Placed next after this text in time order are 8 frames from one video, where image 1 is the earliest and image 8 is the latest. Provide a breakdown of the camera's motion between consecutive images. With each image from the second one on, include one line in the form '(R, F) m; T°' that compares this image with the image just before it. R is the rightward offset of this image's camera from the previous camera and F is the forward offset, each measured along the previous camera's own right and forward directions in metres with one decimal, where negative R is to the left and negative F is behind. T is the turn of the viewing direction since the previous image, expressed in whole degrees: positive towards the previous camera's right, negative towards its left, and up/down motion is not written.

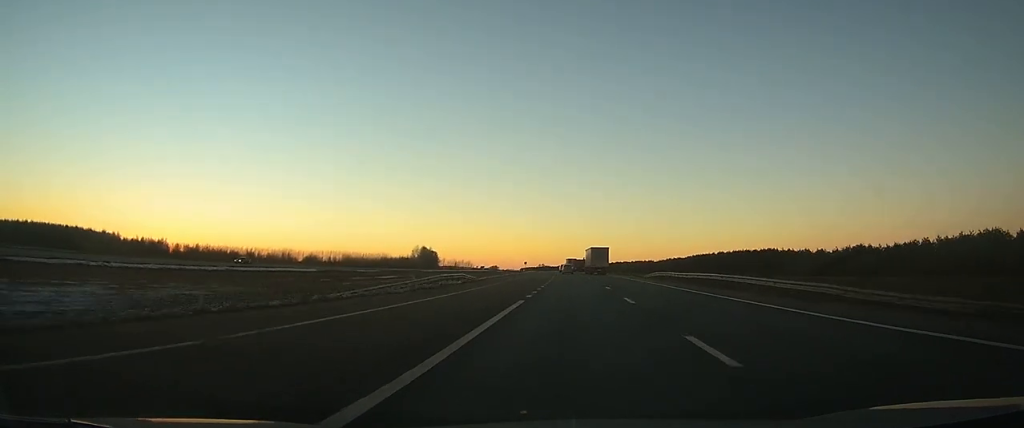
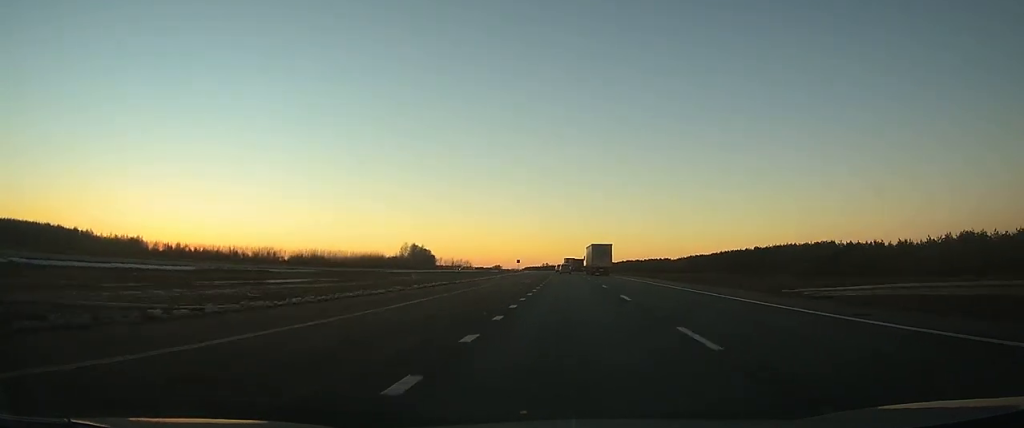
(-0.3, +47.8) m; -1°
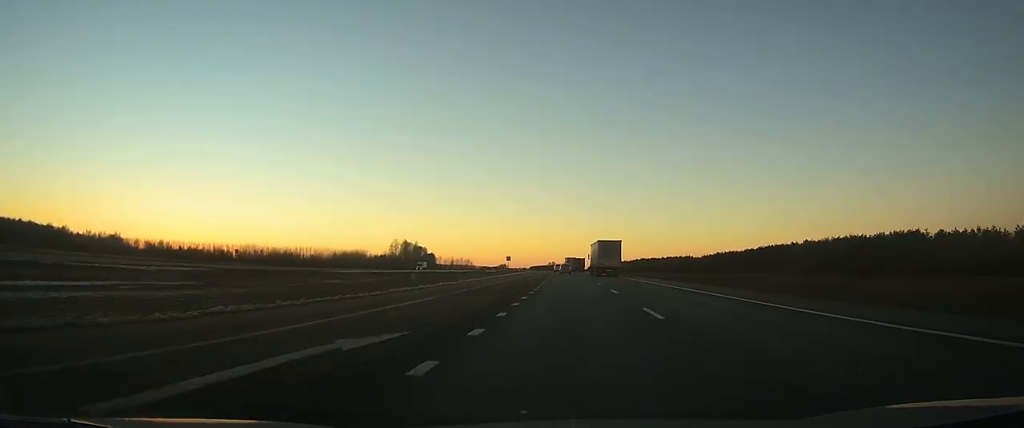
(-0.3, +43.3) m; -1°
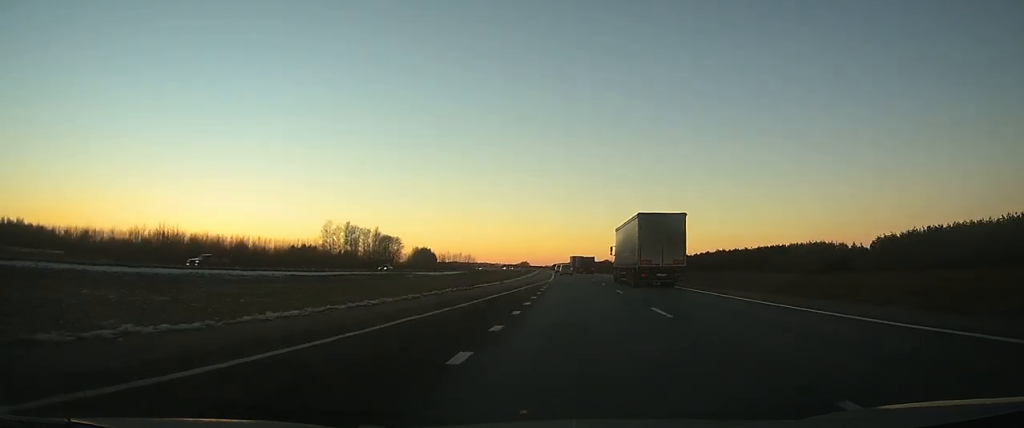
(-3.7, +136.7) m; -3°
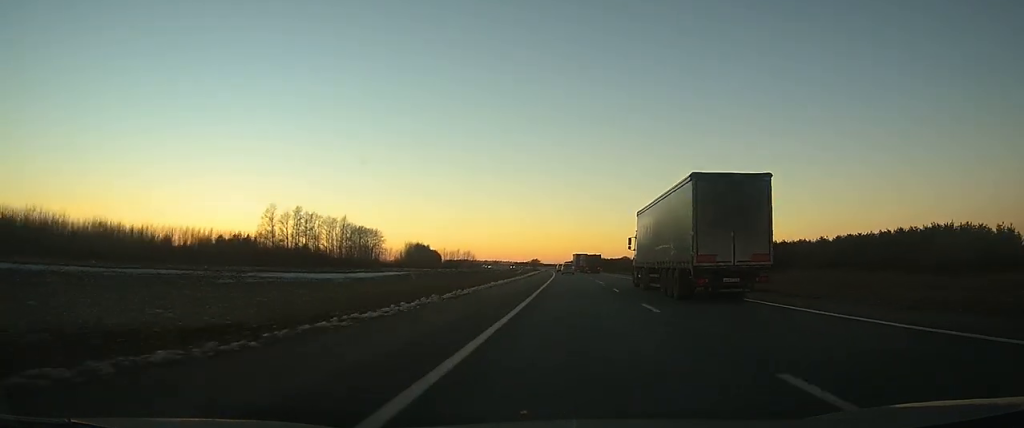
(-0.4, +59.7) m; -1°
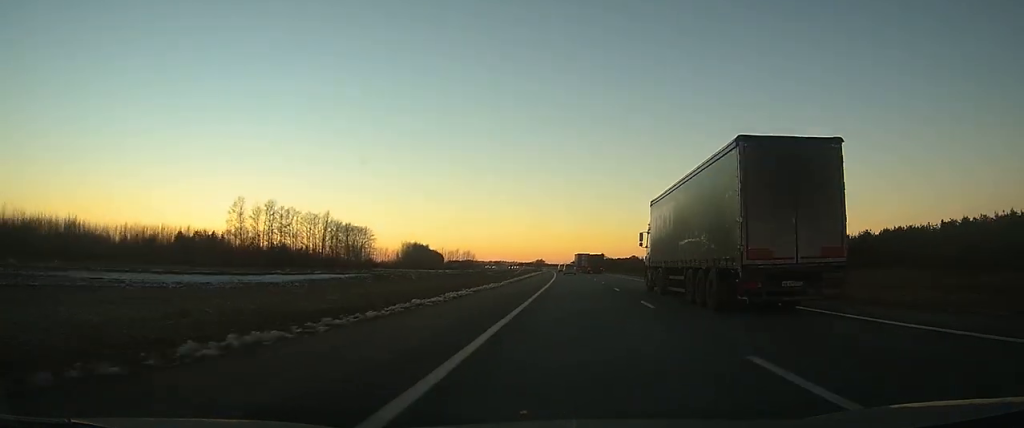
(-0.2, +23.2) m; -1°
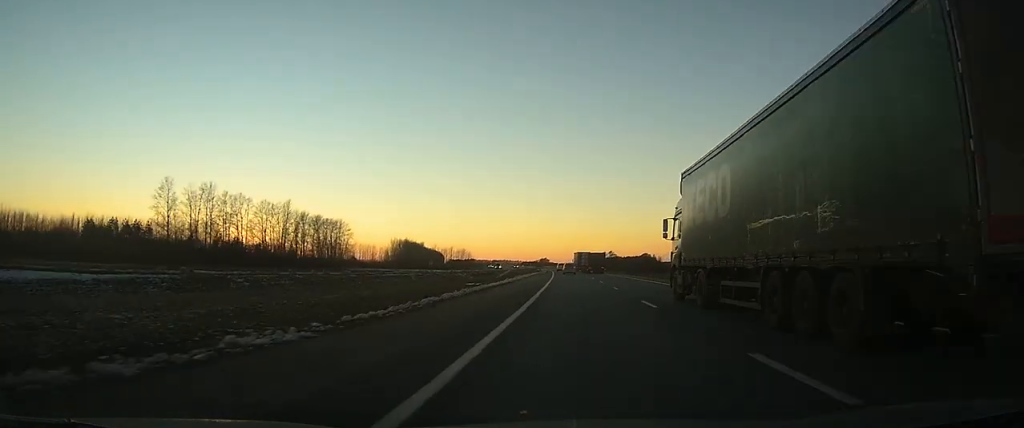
(-0.2, +36.8) m; -1°
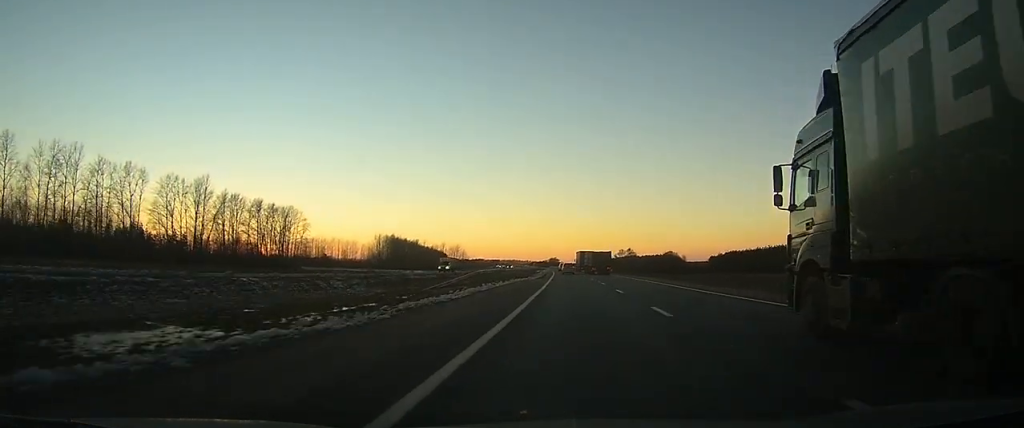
(-0.5, +50.5) m; -1°
